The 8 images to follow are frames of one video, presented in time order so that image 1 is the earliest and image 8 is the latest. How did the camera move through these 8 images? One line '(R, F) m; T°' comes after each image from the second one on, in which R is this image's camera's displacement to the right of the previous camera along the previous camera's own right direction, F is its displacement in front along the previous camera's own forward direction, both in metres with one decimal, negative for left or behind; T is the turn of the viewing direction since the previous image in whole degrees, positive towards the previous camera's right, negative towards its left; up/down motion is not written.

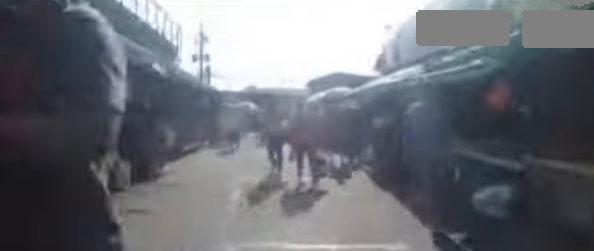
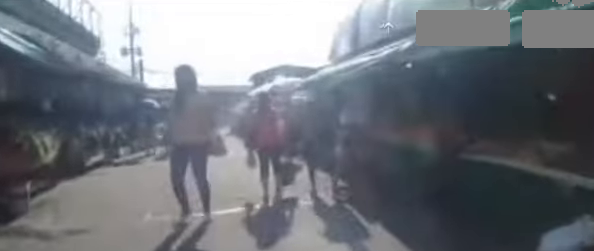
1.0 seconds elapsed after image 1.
(+0.2, +2.9) m; -1°
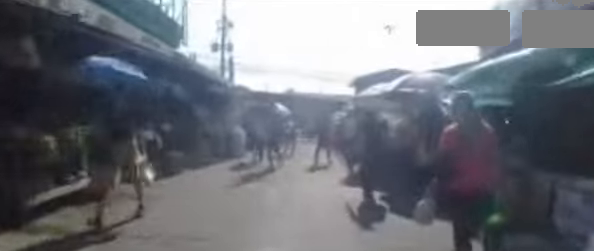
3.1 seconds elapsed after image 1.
(0.0, +5.6) m; +8°
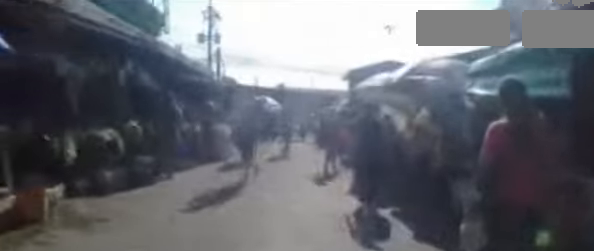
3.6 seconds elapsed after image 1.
(+0.1, +1.4) m; +2°
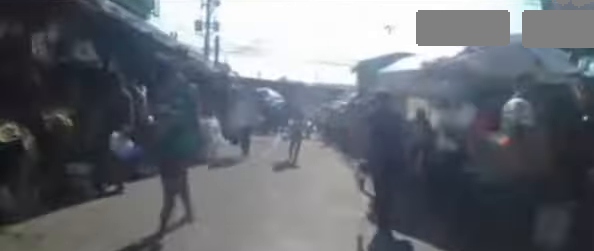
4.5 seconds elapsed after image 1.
(0.0, +2.5) m; +1°
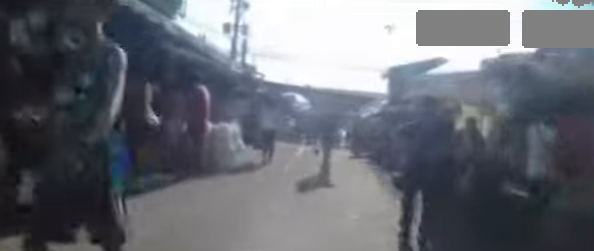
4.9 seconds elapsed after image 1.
(0.0, +1.0) m; 0°
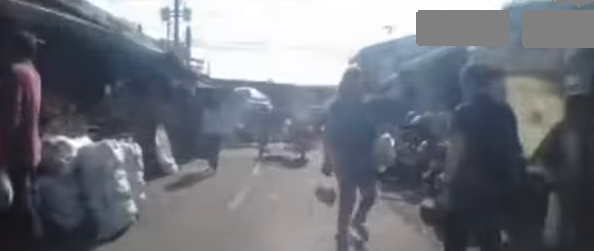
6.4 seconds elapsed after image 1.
(0.0, +3.6) m; -4°
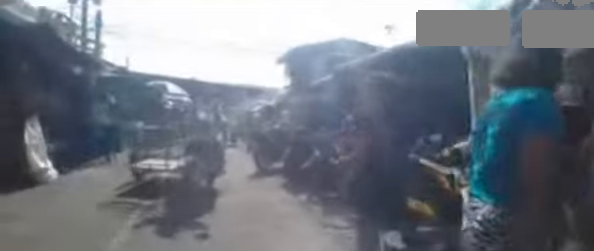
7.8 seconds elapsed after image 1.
(-0.4, +1.7) m; 0°
